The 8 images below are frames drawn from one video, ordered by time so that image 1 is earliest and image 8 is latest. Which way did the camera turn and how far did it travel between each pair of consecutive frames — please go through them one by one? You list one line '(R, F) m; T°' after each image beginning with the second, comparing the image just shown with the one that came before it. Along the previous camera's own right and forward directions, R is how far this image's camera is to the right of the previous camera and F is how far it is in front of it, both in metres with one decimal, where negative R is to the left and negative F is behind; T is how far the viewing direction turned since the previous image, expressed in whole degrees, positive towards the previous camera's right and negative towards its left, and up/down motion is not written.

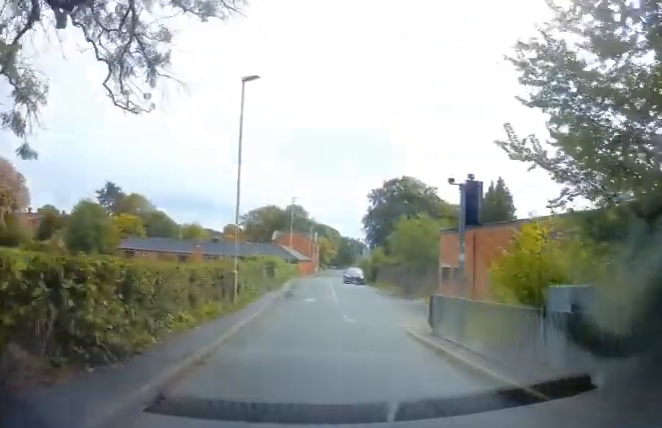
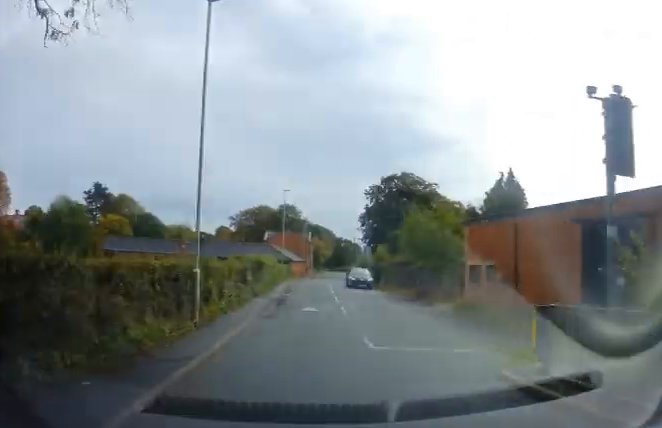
(-0.1, +5.6) m; 0°
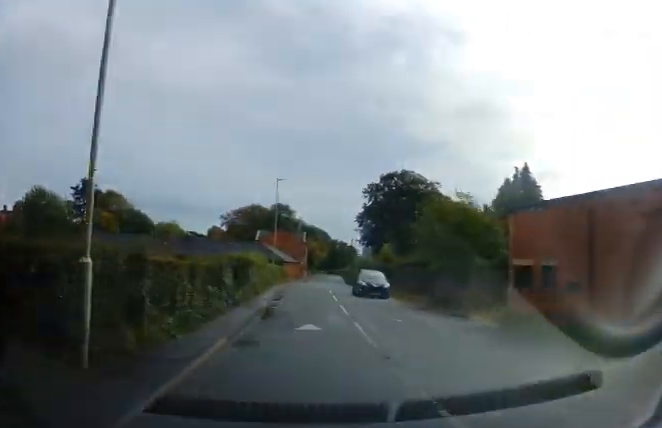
(0.0, +5.6) m; +1°
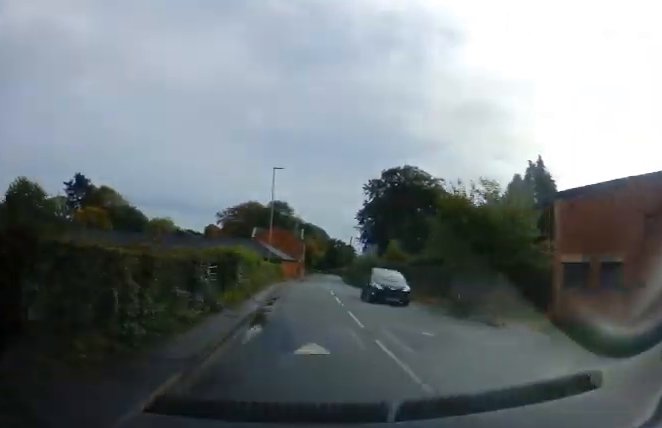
(0.0, +3.5) m; +1°
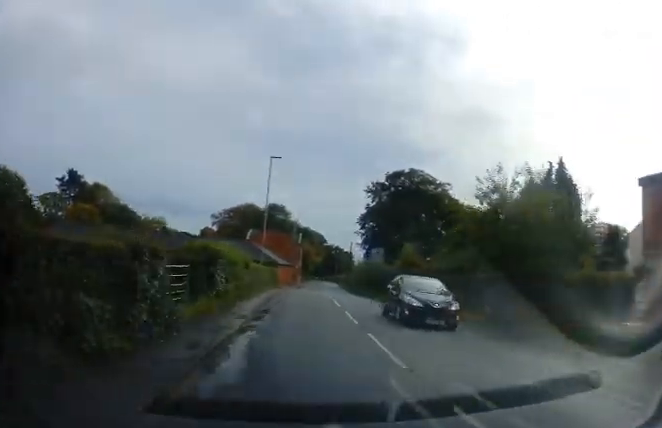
(+0.1, +4.5) m; +1°
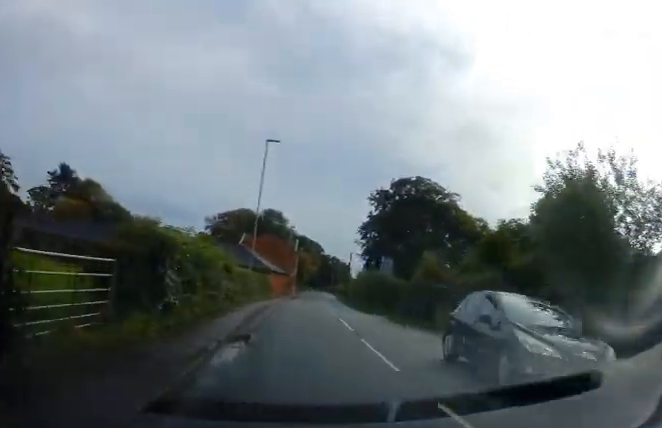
(+0.2, +5.2) m; 0°
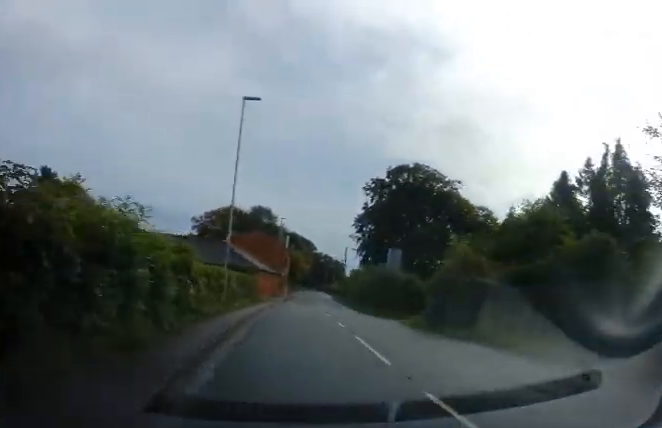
(-0.1, +5.9) m; 0°
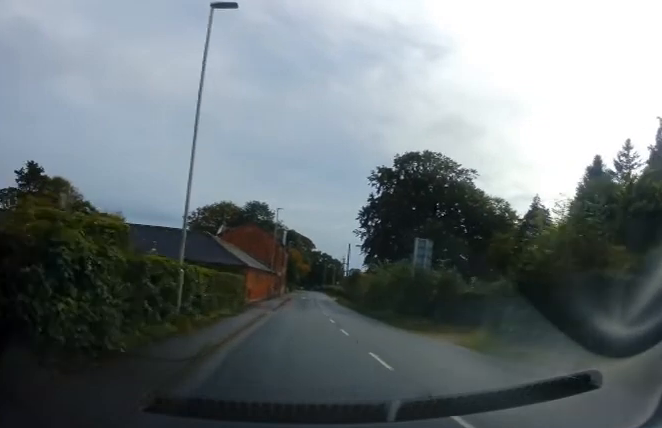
(0.0, +7.0) m; +1°
